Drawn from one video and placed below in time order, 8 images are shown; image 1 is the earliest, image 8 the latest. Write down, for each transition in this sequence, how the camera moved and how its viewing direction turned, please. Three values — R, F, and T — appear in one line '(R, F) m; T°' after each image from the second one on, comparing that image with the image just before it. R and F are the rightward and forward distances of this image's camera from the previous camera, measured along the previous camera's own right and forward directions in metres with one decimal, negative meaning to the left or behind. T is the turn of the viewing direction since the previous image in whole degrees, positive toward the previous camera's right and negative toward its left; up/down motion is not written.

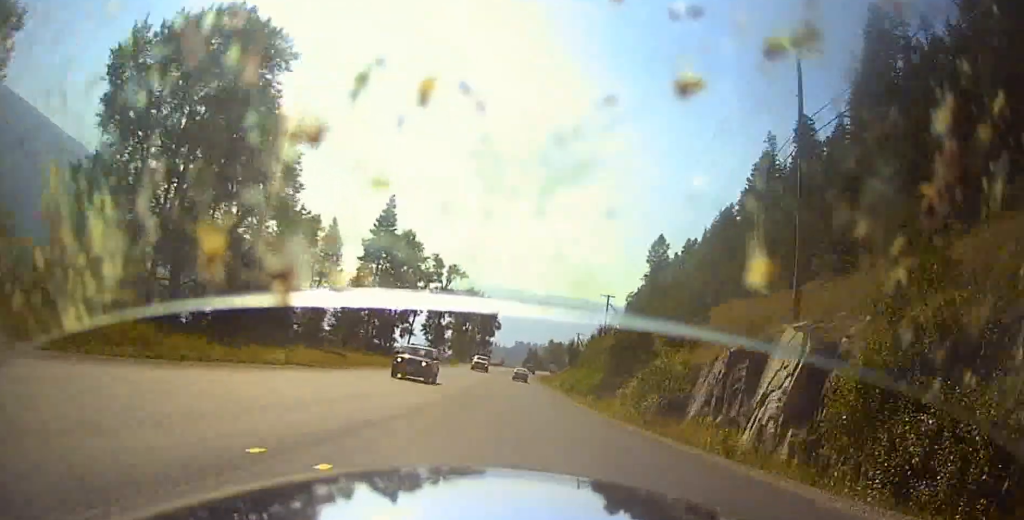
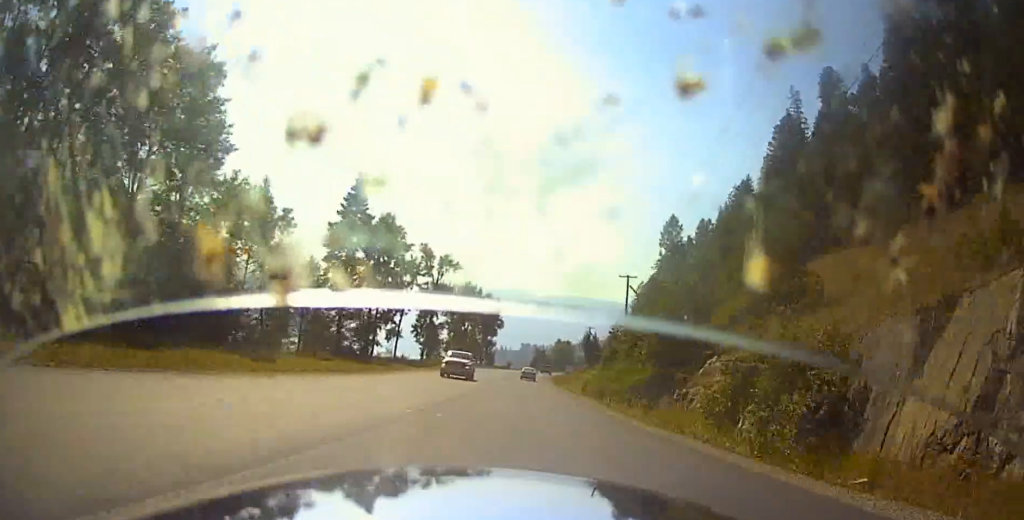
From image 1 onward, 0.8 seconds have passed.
(-0.1, +18.3) m; +1°
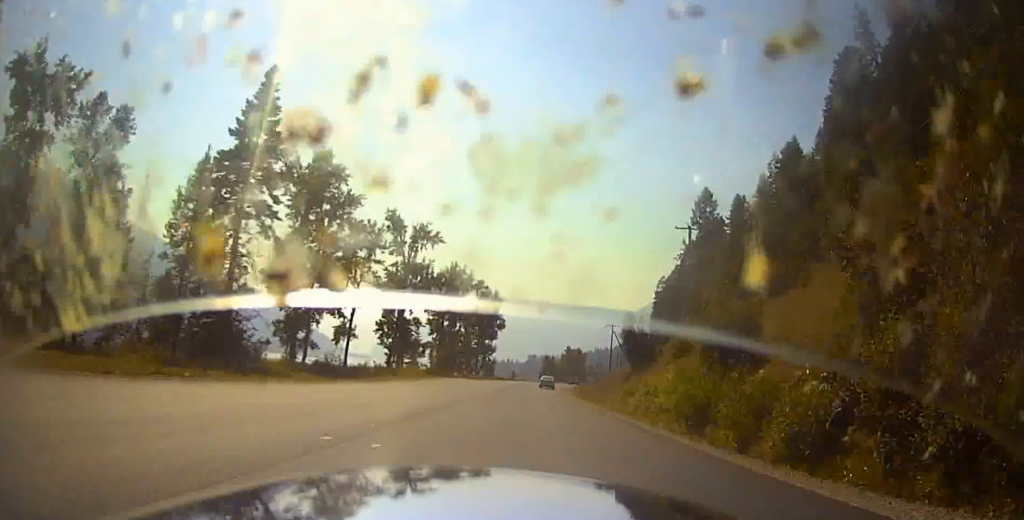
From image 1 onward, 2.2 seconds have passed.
(+1.0, +34.1) m; +3°
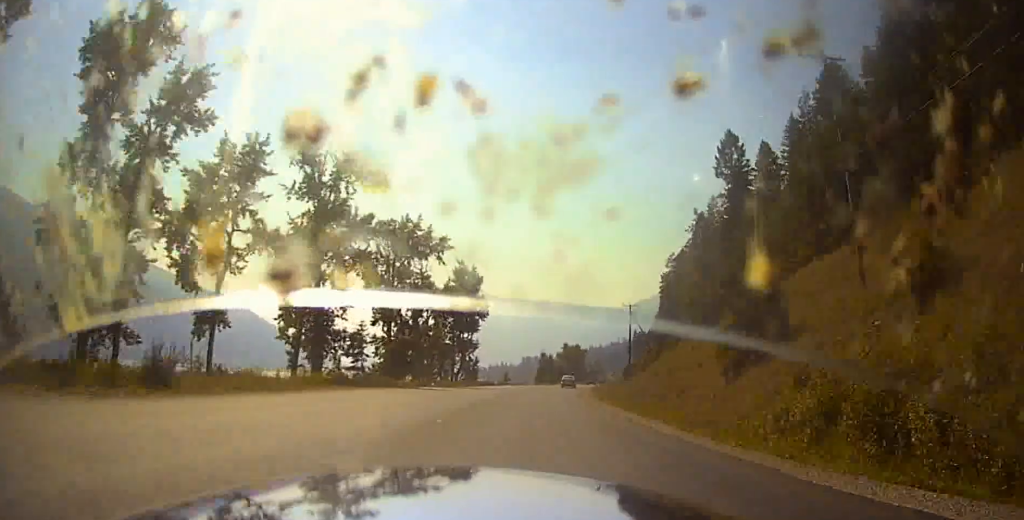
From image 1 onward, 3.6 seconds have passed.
(-0.1, +33.7) m; 0°
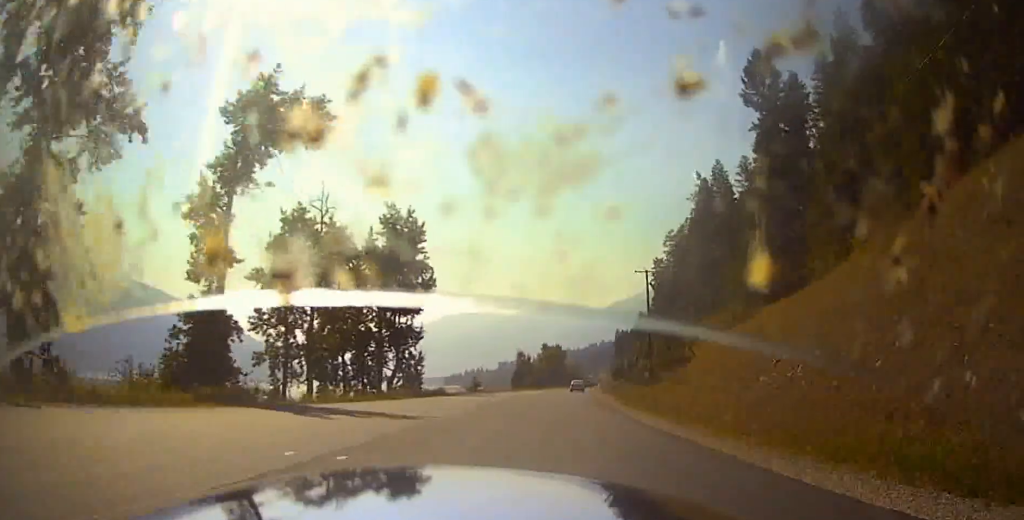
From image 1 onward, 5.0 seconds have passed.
(+0.7, +34.5) m; +3°
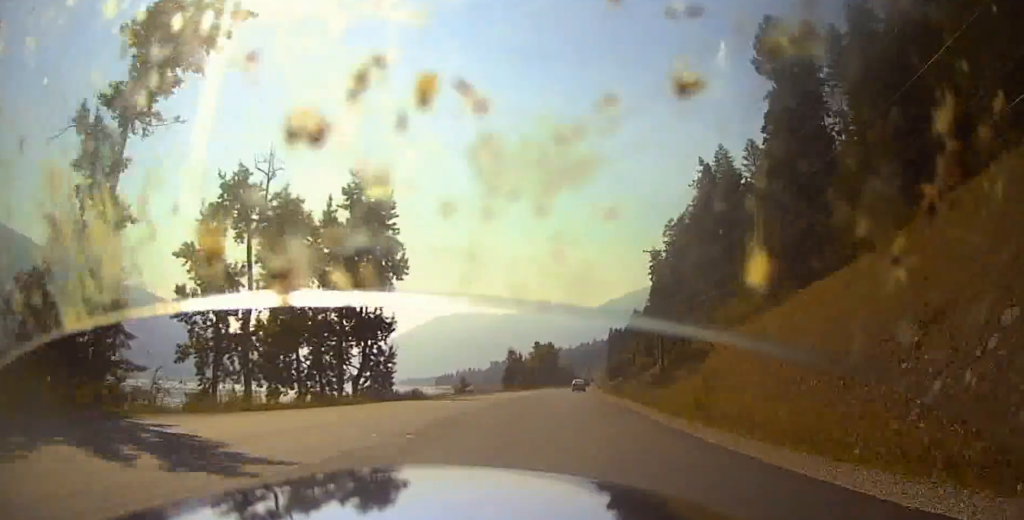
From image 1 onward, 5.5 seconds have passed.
(+0.1, +10.5) m; 0°
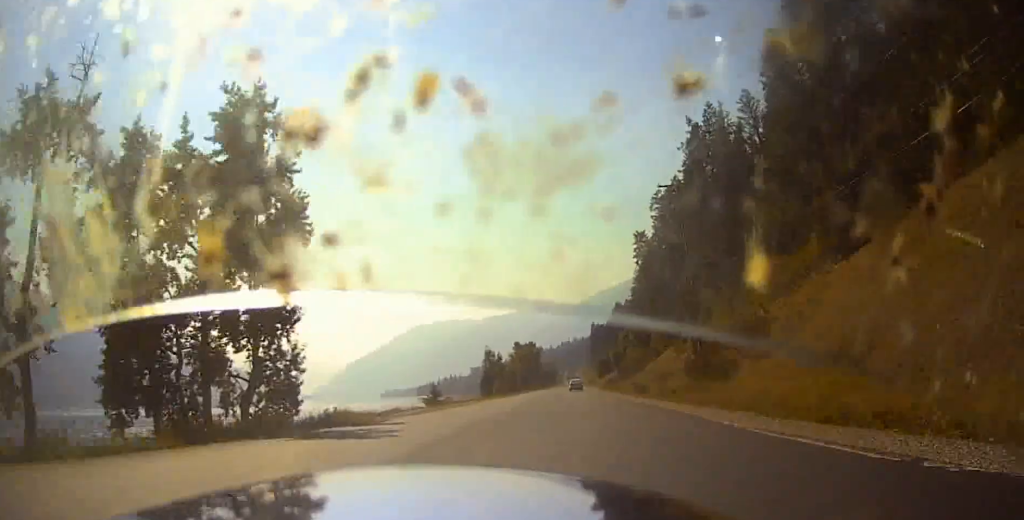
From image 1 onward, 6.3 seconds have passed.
(+0.1, +19.6) m; -1°
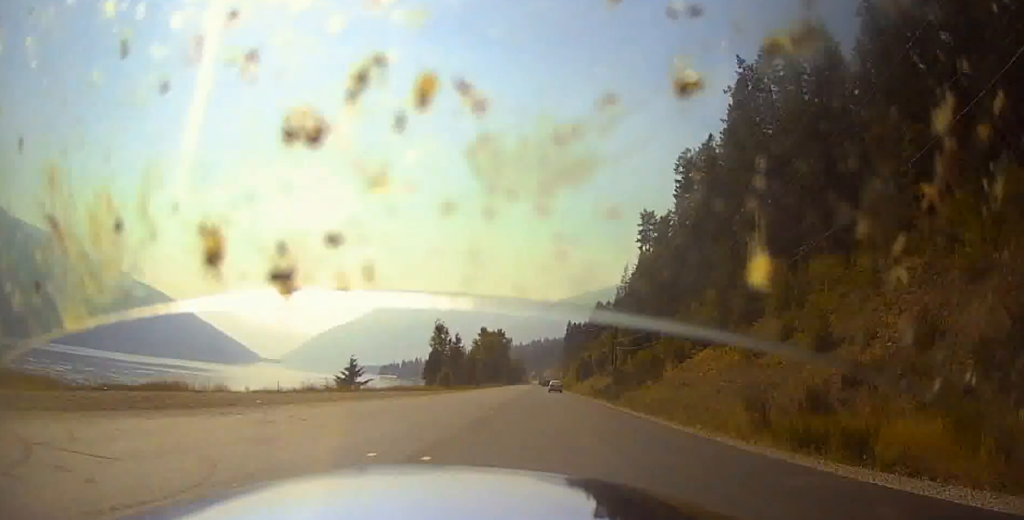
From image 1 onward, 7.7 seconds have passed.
(-0.6, +35.4) m; 0°
